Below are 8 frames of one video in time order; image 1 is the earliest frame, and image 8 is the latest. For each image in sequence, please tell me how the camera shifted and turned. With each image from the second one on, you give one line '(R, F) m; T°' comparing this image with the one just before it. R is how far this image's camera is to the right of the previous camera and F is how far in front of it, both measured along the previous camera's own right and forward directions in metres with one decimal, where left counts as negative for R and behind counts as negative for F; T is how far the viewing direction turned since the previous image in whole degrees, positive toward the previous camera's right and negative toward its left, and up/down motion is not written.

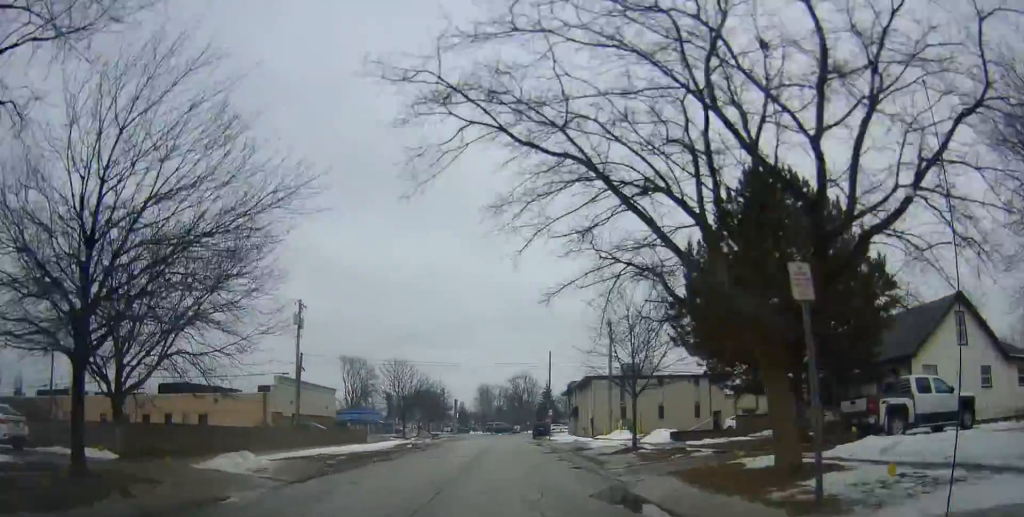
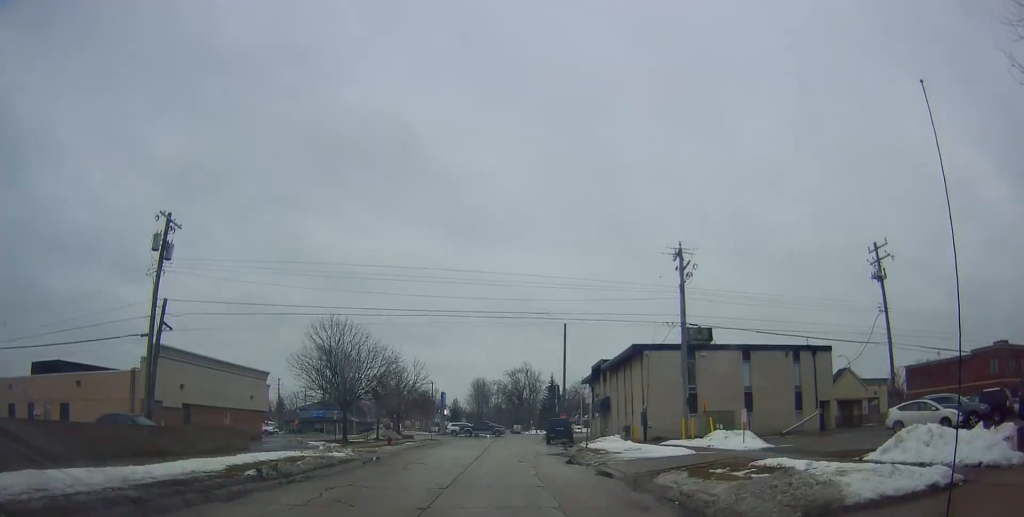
(+0.2, +25.1) m; +1°
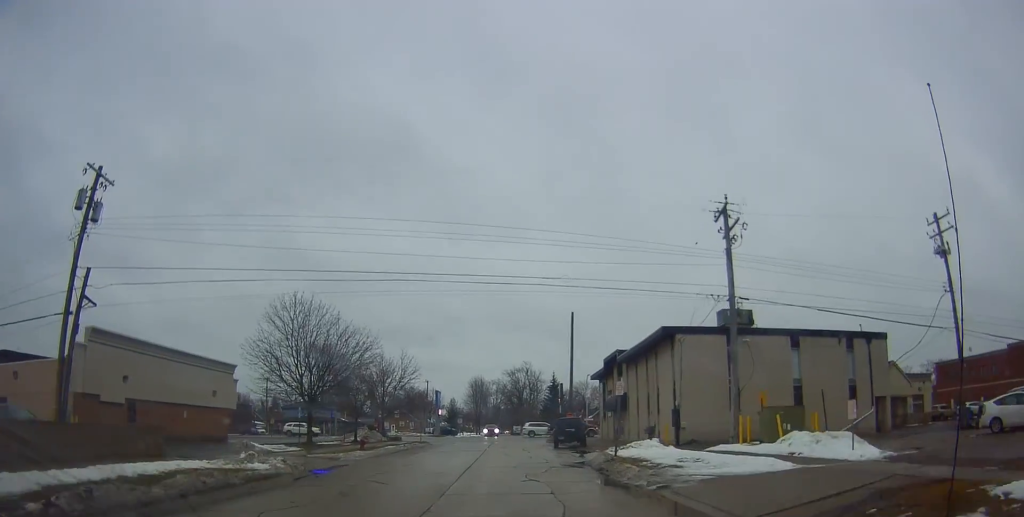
(+0.1, +8.0) m; +1°
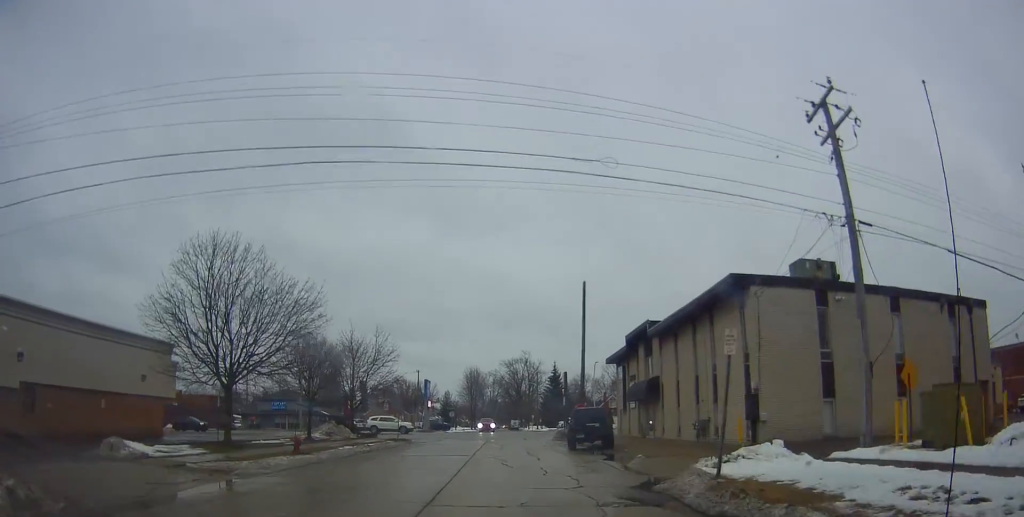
(+0.1, +10.9) m; 0°
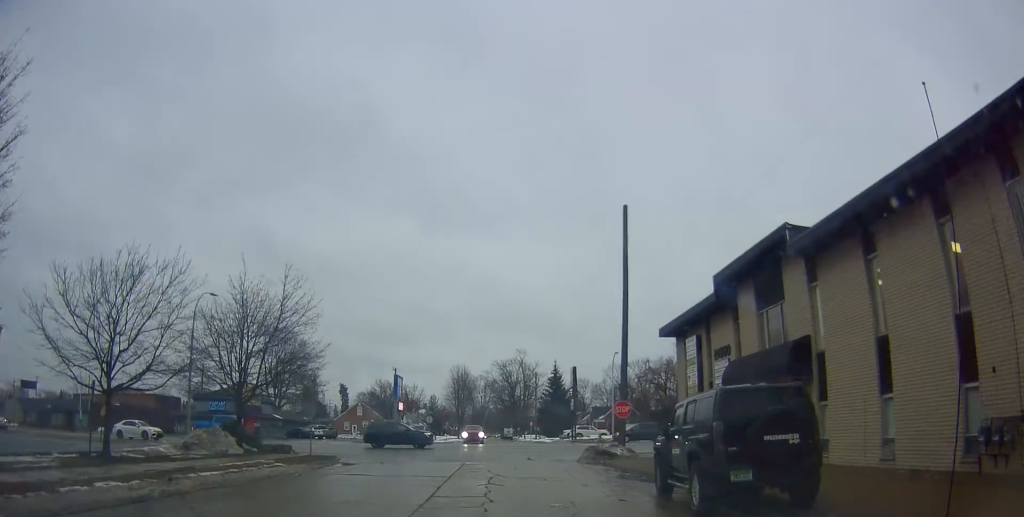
(-0.3, +20.5) m; -3°
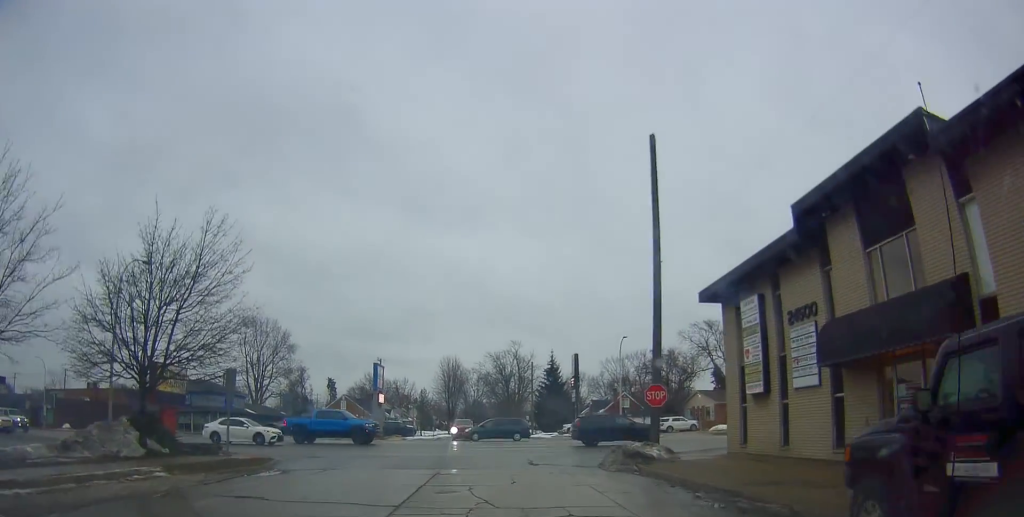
(-0.5, +9.2) m; -1°
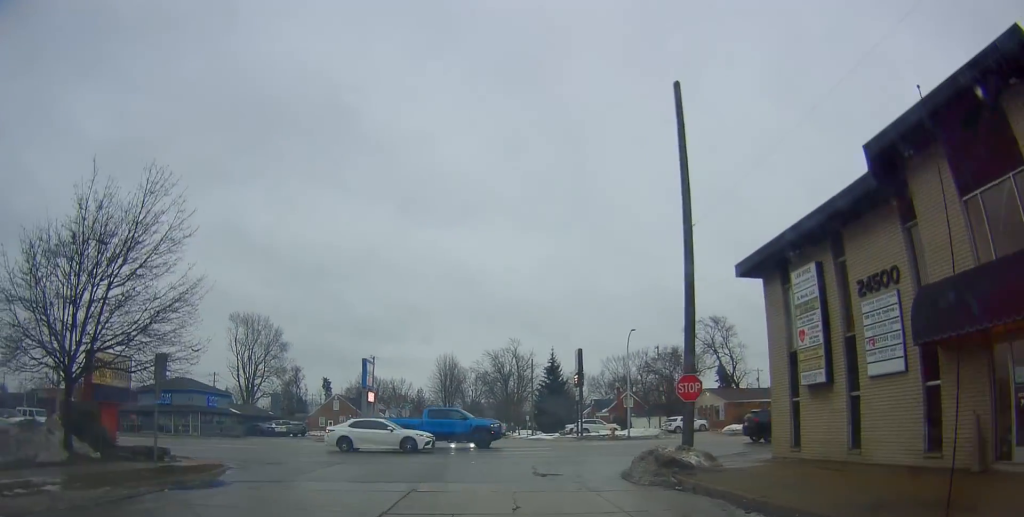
(+0.2, +5.4) m; +1°
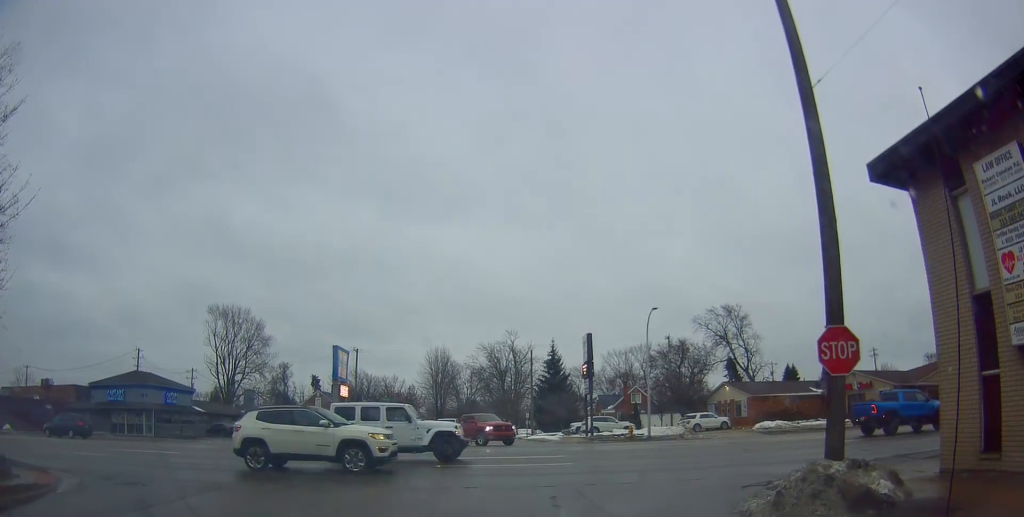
(+0.5, +14.5) m; +2°
